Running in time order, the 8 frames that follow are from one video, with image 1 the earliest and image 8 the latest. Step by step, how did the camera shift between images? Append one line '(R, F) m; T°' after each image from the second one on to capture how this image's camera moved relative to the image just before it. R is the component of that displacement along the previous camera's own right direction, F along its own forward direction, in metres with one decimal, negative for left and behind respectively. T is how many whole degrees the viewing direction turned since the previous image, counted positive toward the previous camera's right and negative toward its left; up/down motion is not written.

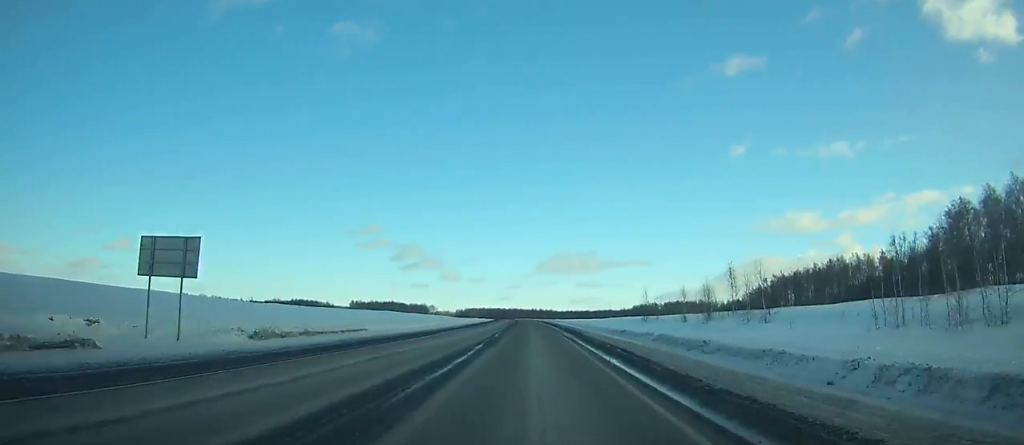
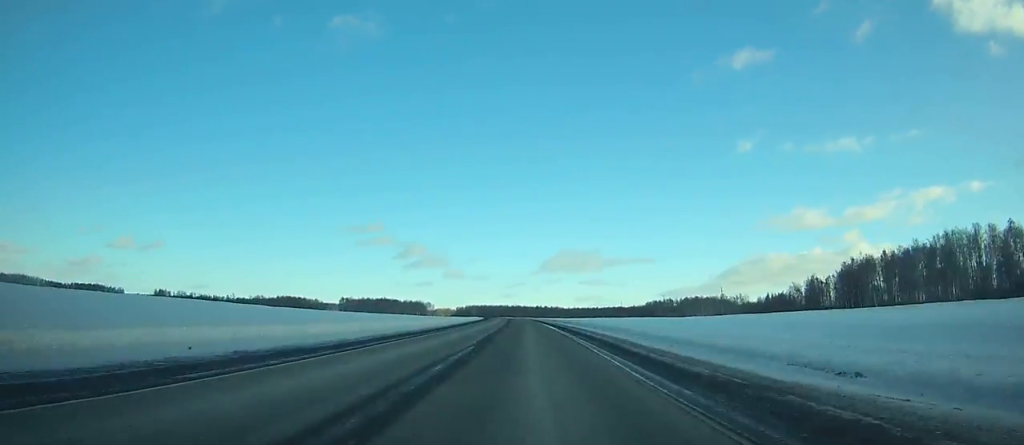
(-0.9, +66.9) m; -1°
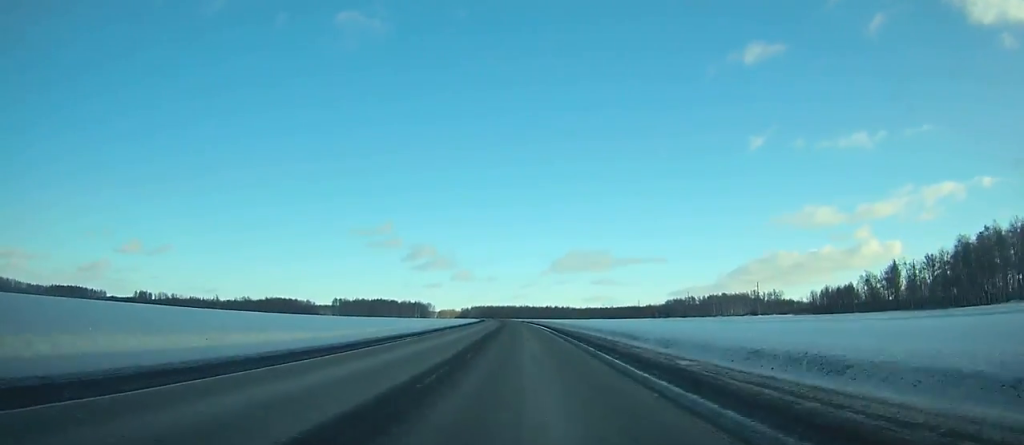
(-0.5, +65.5) m; -1°
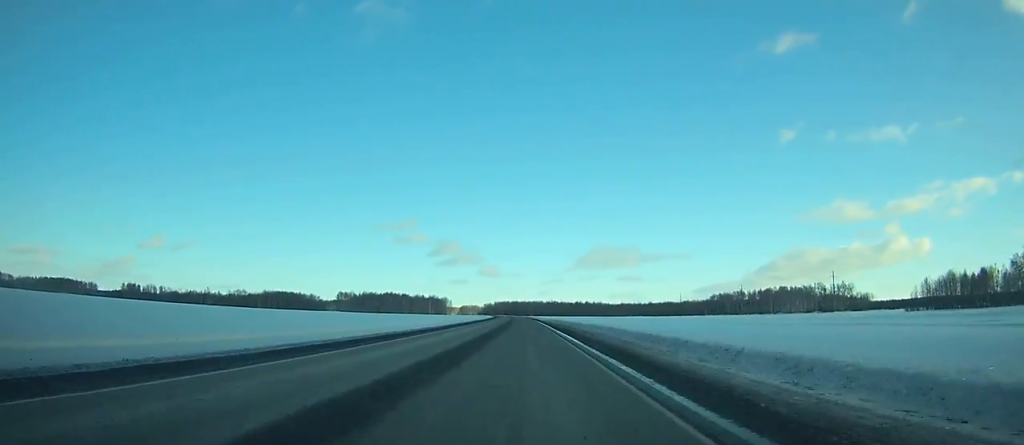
(-1.0, +79.5) m; -2°
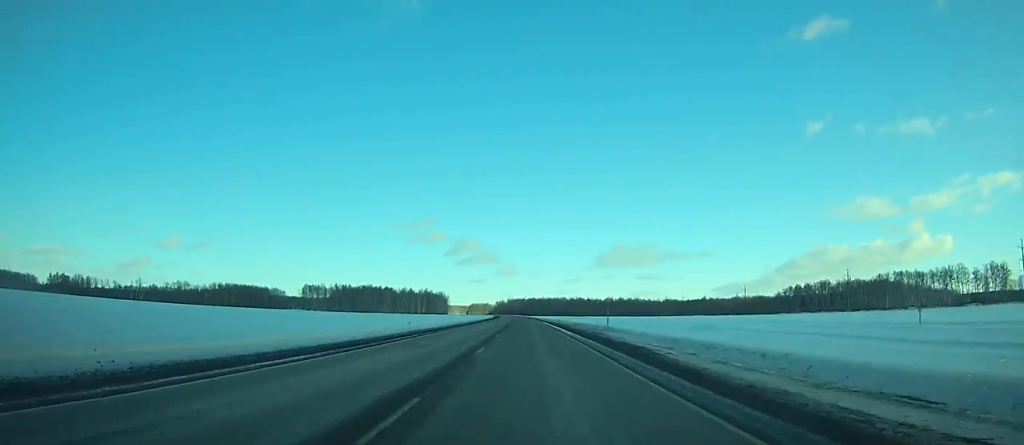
(-3.9, +151.9) m; -2°
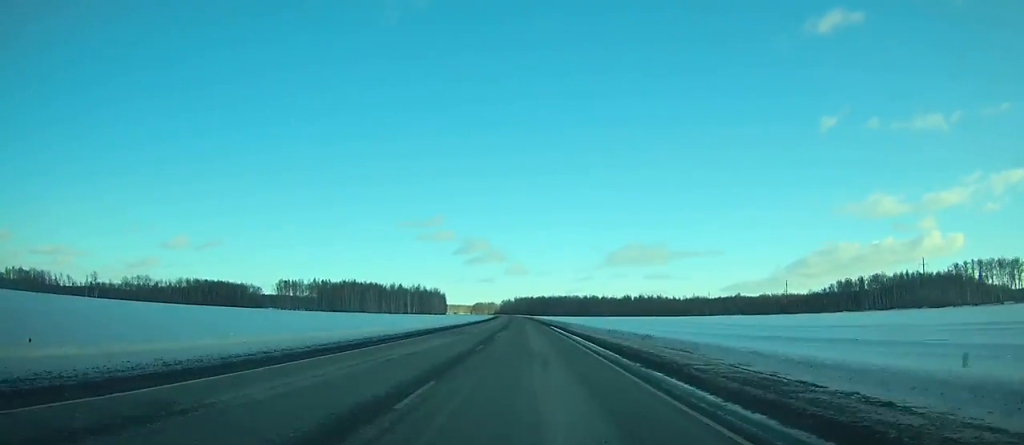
(-0.3, +69.1) m; -1°
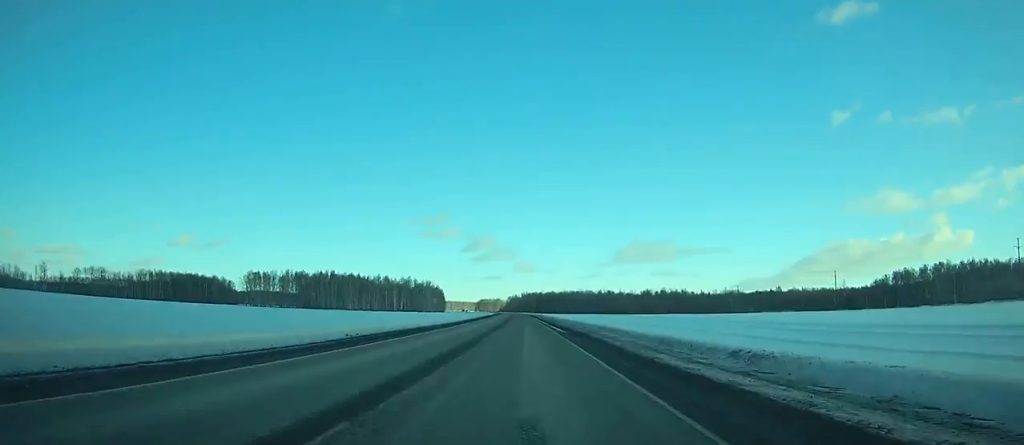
(-0.4, +64.1) m; -1°
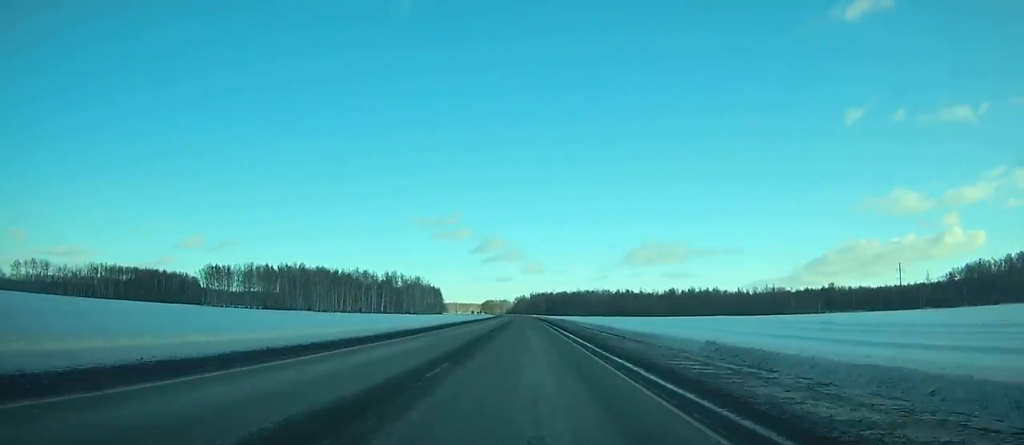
(-0.7, +64.2) m; -1°
